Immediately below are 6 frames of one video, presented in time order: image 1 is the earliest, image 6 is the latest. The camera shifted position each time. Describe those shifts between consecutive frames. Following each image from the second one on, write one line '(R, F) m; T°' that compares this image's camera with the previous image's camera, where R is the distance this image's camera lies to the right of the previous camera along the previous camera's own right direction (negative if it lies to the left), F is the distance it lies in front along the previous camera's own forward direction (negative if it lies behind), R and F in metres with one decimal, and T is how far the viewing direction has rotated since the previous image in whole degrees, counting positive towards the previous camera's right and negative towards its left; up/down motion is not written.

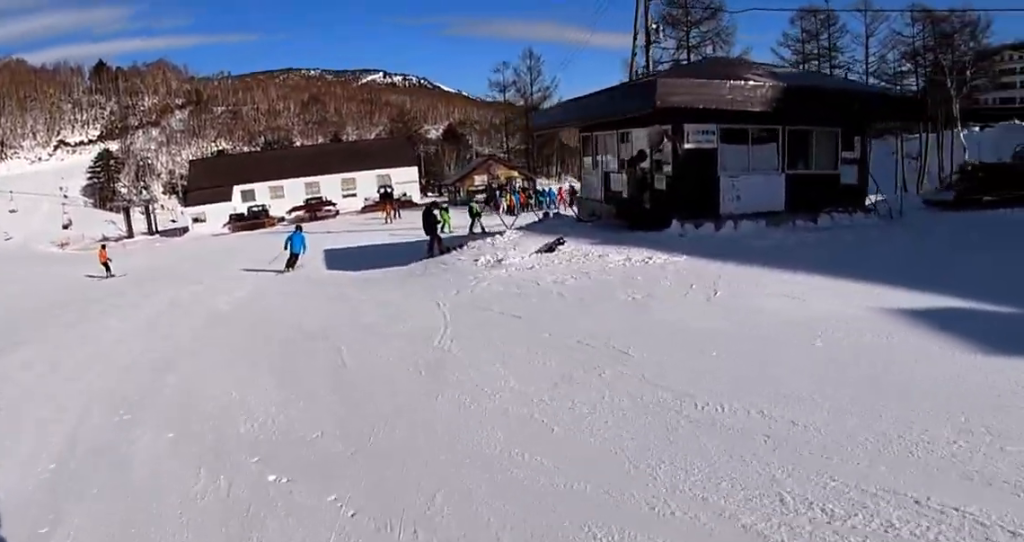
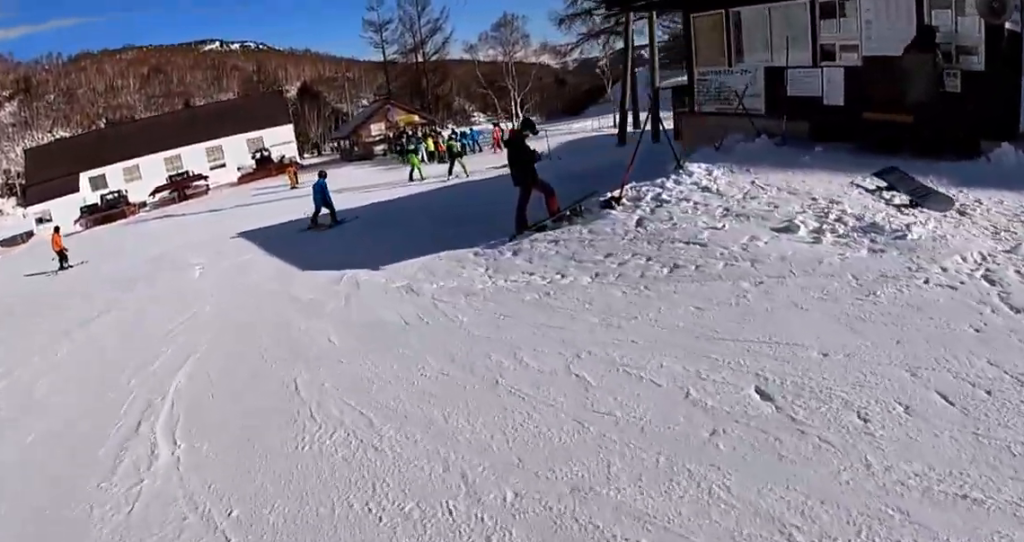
(+1.5, +8.0) m; +12°
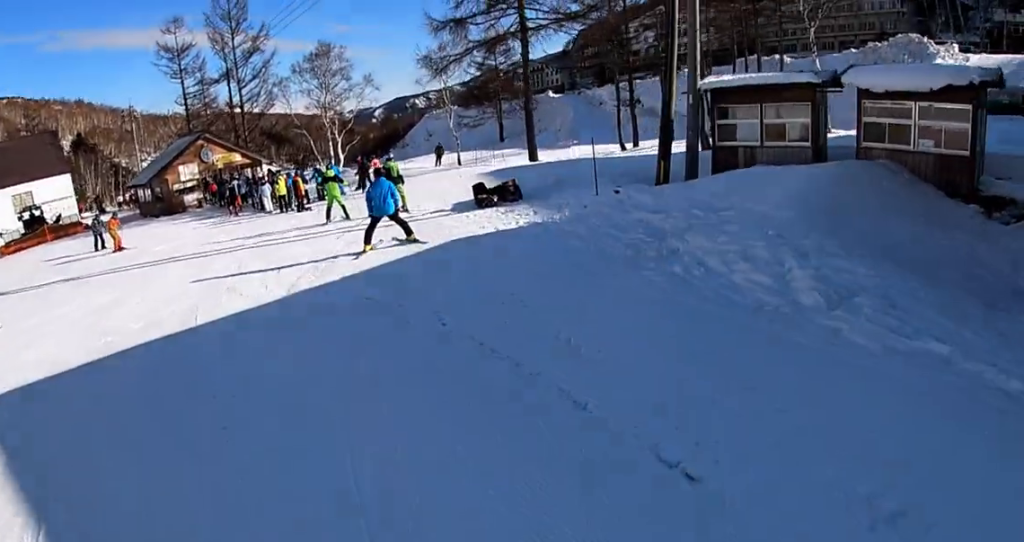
(+2.0, +10.4) m; +22°
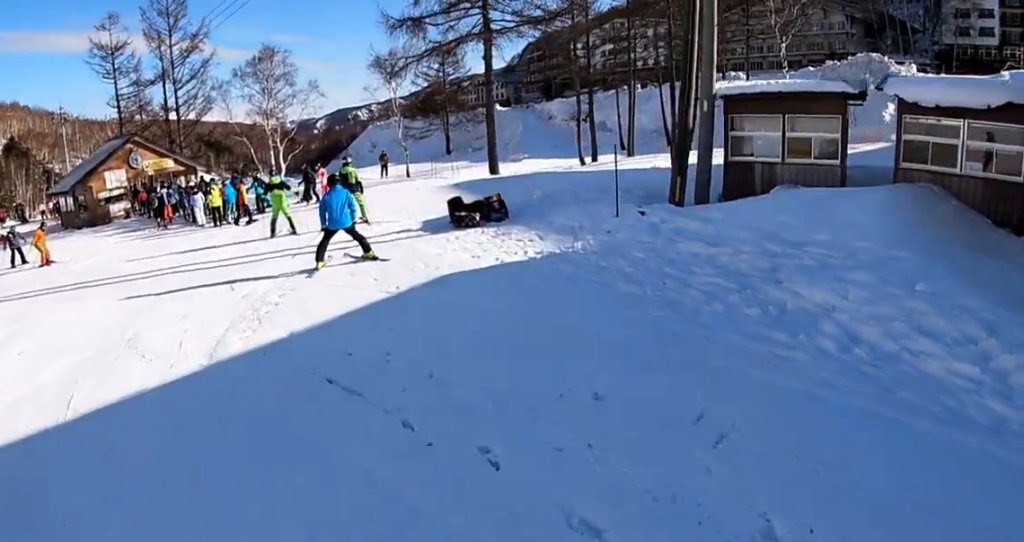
(0.0, +3.0) m; +3°
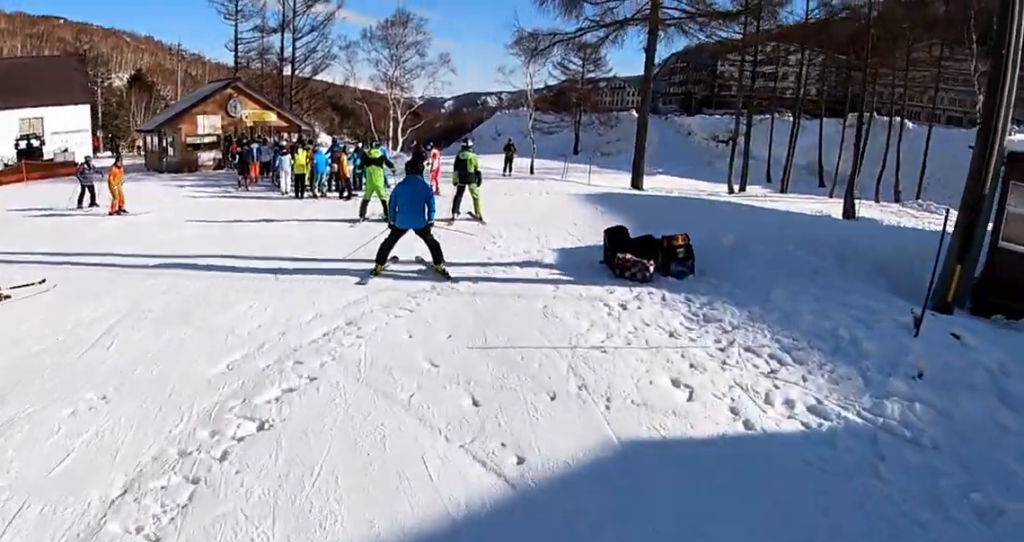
(0.0, +4.5) m; 0°
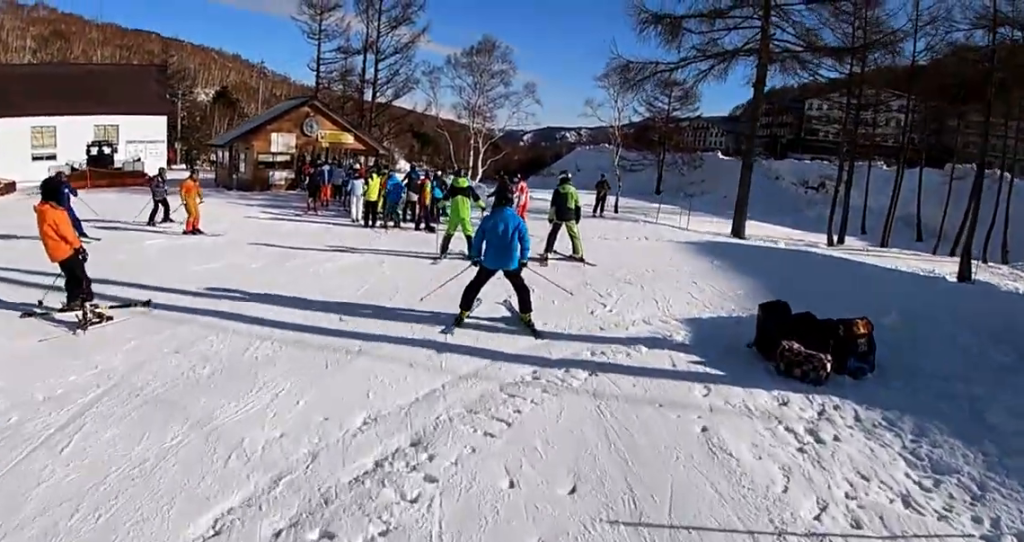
(+0.4, +2.1) m; -3°
